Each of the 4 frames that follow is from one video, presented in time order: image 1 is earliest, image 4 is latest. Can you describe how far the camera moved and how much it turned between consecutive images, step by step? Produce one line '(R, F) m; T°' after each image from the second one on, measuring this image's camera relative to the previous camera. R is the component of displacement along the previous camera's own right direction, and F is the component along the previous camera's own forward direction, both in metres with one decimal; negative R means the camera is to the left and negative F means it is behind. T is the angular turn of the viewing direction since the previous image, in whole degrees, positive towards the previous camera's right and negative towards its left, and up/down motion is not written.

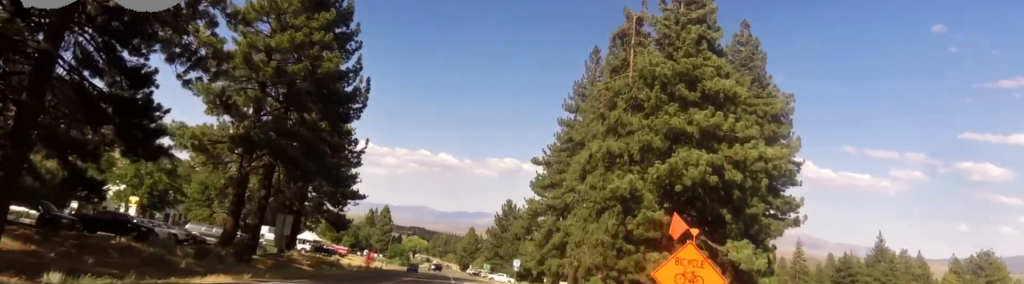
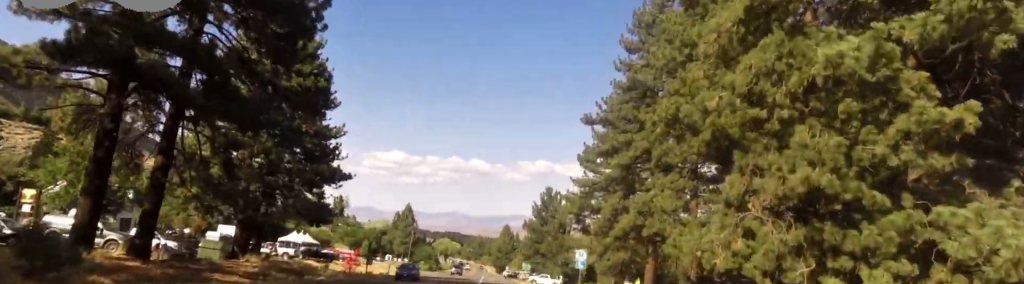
(0.0, +25.3) m; 0°
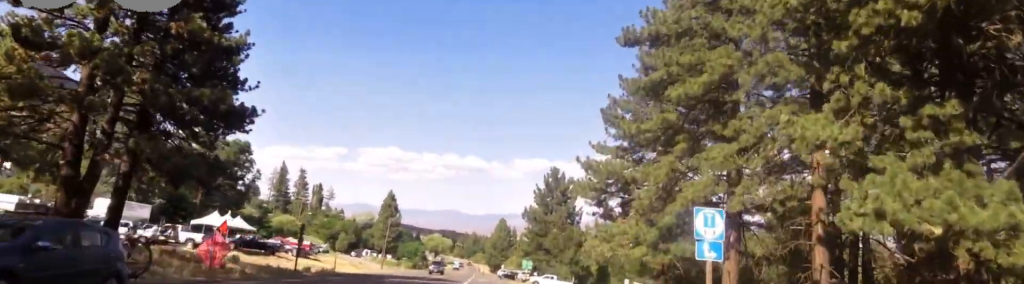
(0.0, +22.4) m; 0°
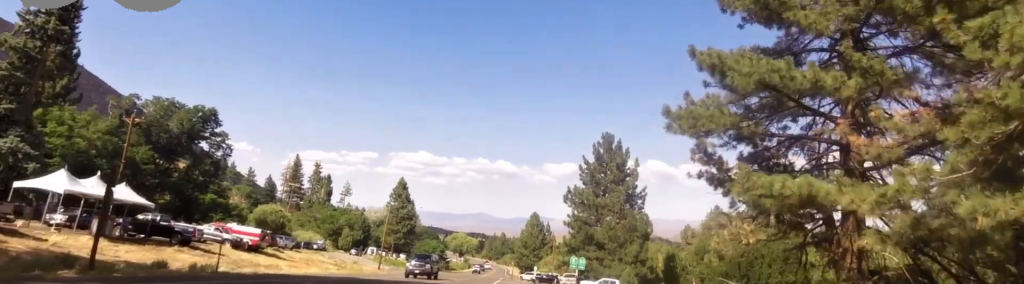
(-0.4, +26.0) m; -3°
